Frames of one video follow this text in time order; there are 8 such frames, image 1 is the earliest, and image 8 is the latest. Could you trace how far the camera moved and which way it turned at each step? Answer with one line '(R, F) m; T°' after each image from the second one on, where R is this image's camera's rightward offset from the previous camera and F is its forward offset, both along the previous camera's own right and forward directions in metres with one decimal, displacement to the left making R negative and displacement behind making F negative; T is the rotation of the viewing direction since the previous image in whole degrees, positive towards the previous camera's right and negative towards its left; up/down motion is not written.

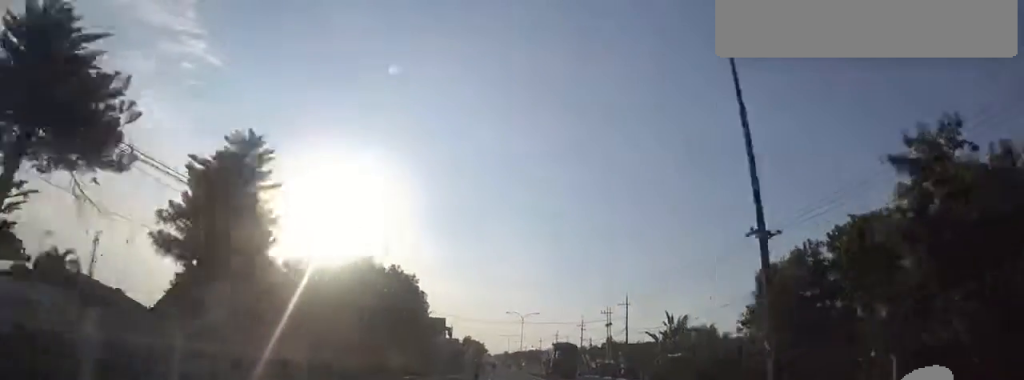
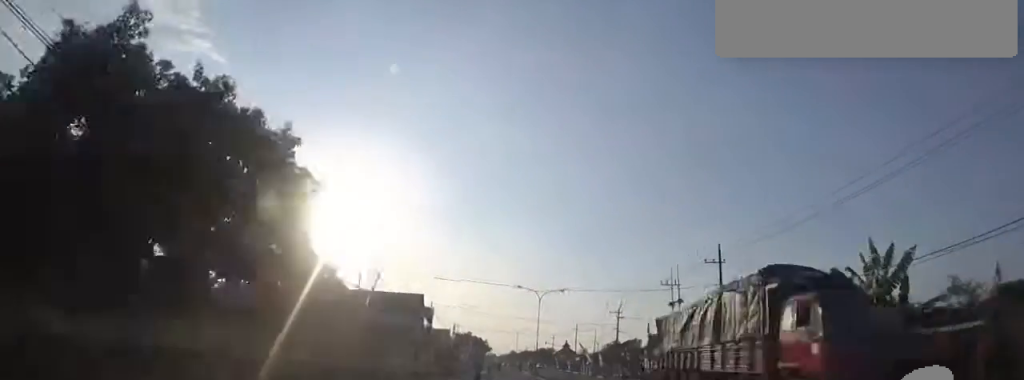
(-0.7, +25.9) m; +1°
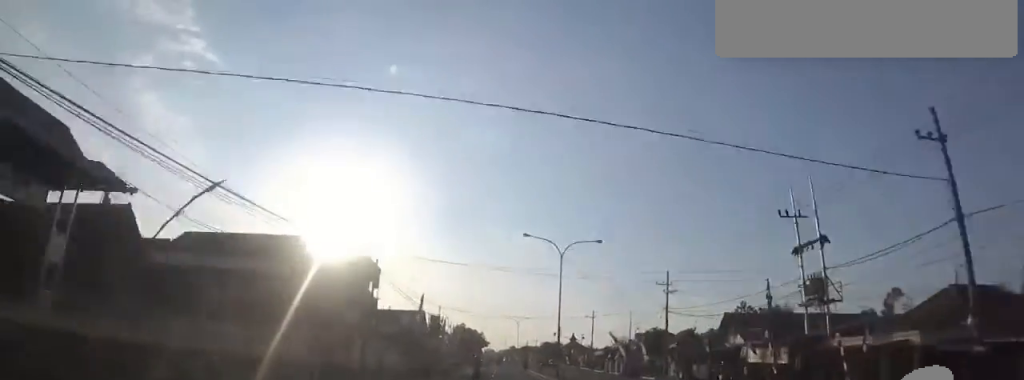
(+1.1, +21.5) m; +1°
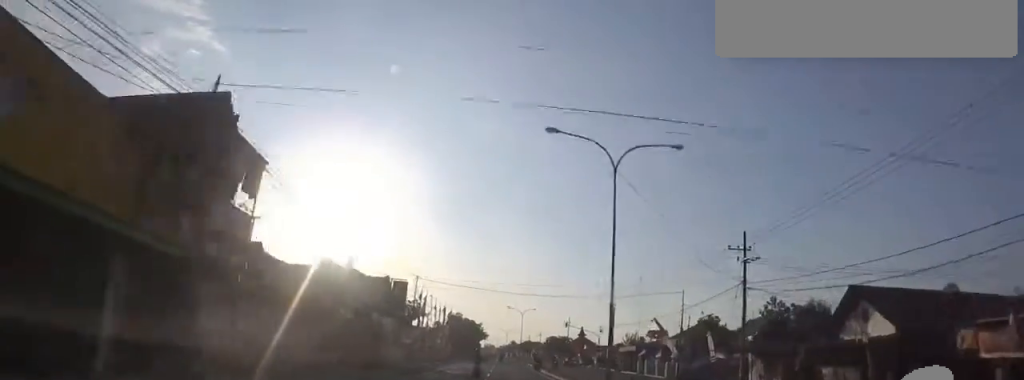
(+0.1, +15.7) m; -1°
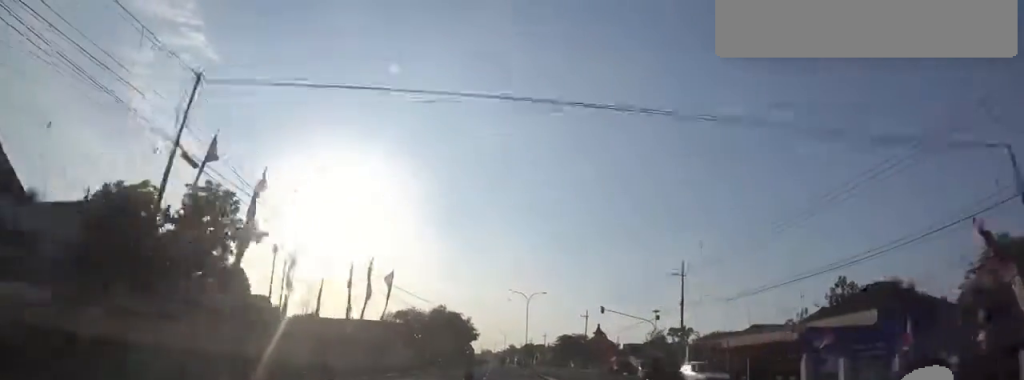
(-1.1, +29.1) m; -1°
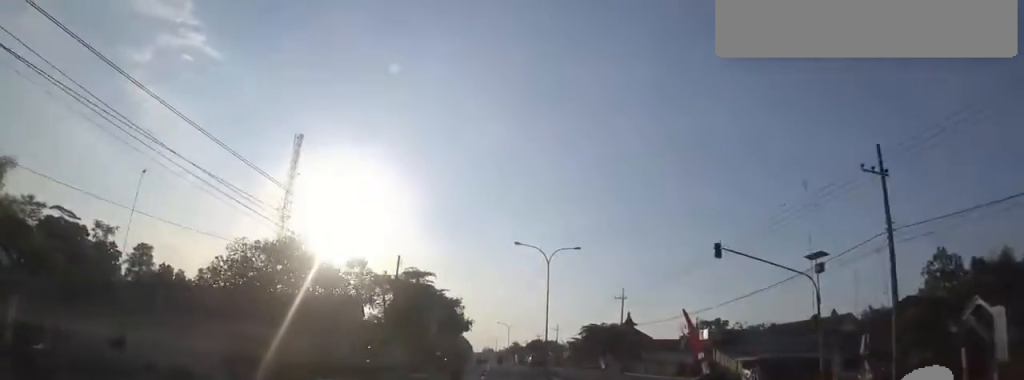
(+0.4, +25.3) m; +1°
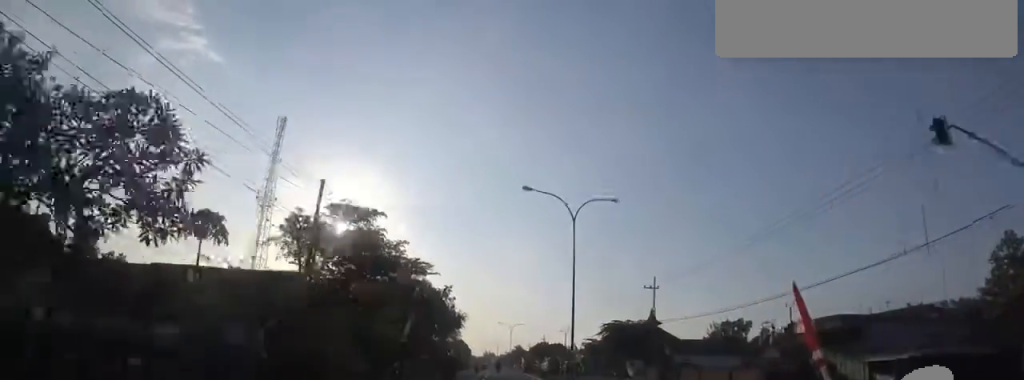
(0.0, +13.1) m; 0°
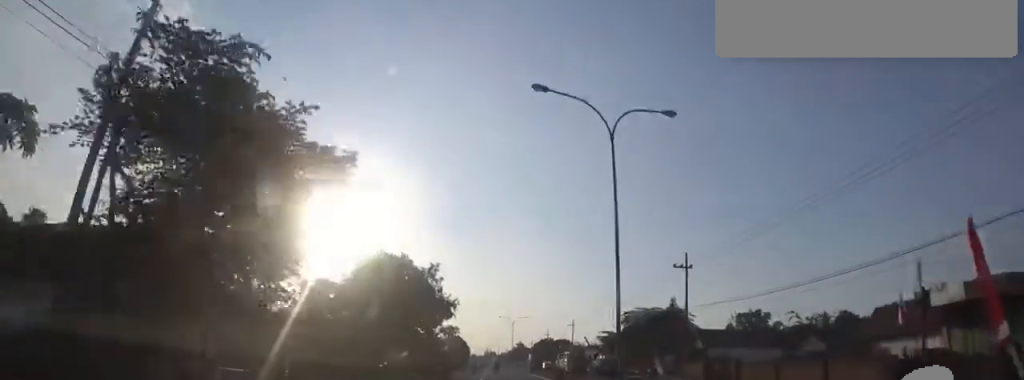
(+0.1, +9.4) m; -1°
